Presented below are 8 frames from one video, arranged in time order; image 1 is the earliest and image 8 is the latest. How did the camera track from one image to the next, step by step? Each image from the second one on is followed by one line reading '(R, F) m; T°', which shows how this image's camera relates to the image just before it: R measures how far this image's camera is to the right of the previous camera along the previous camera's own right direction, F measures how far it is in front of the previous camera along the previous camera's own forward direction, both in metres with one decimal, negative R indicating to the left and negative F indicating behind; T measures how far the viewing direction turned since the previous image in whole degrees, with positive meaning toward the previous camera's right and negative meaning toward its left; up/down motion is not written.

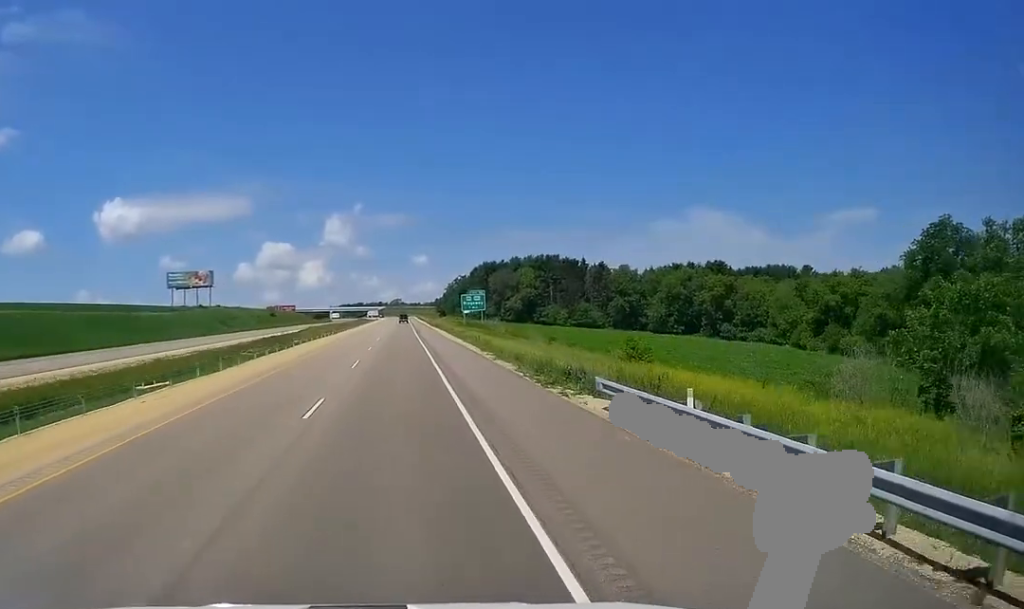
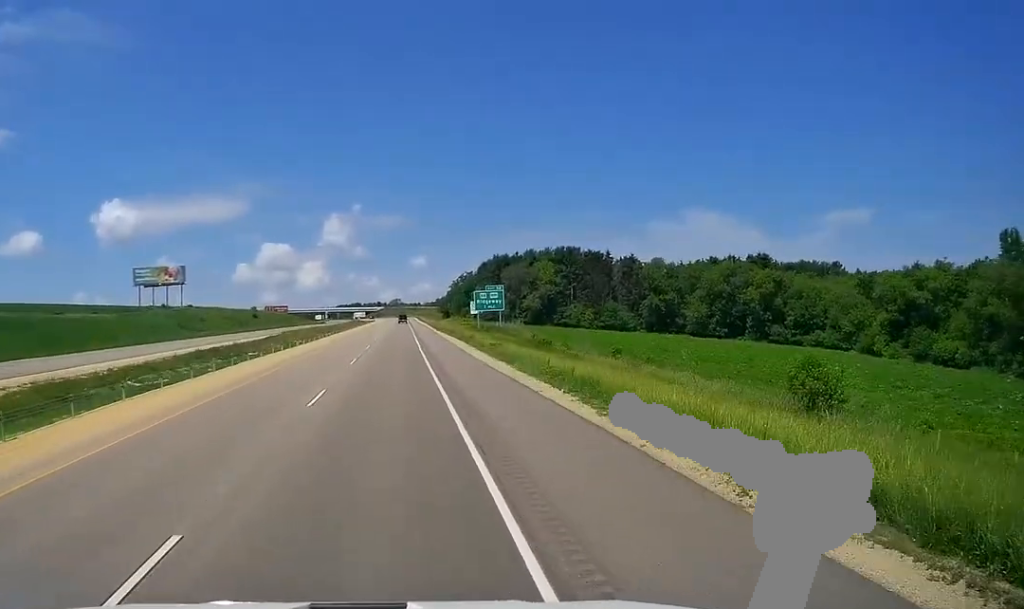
(+0.5, +28.1) m; 0°
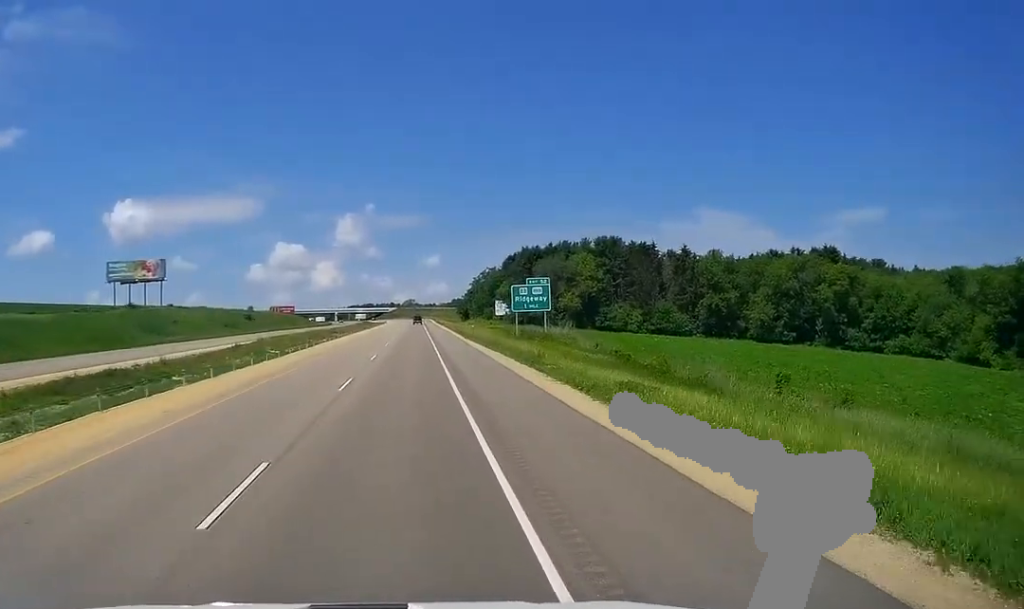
(-0.3, +26.6) m; -1°
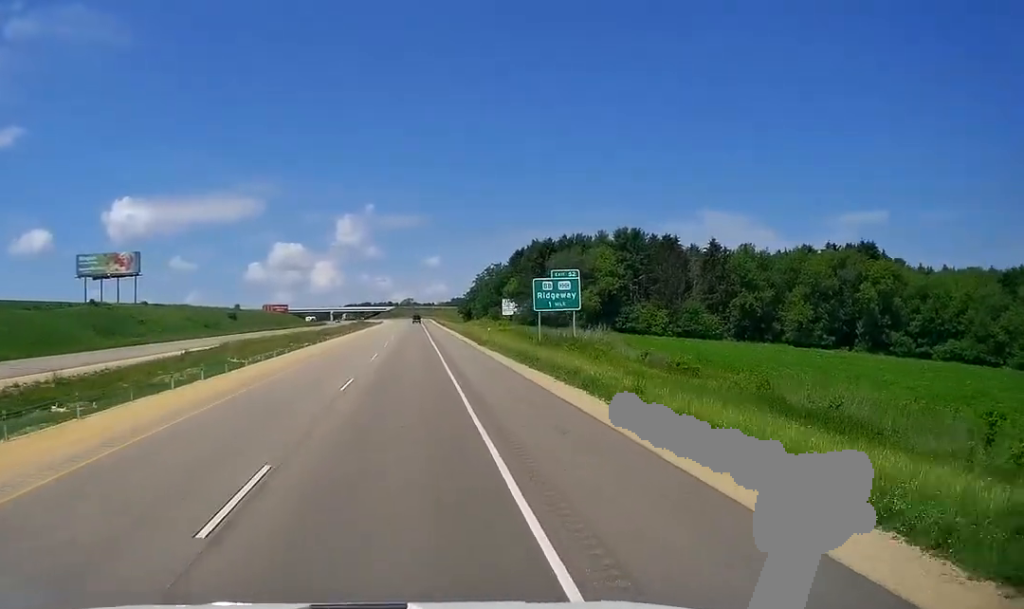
(-0.1, +15.5) m; 0°
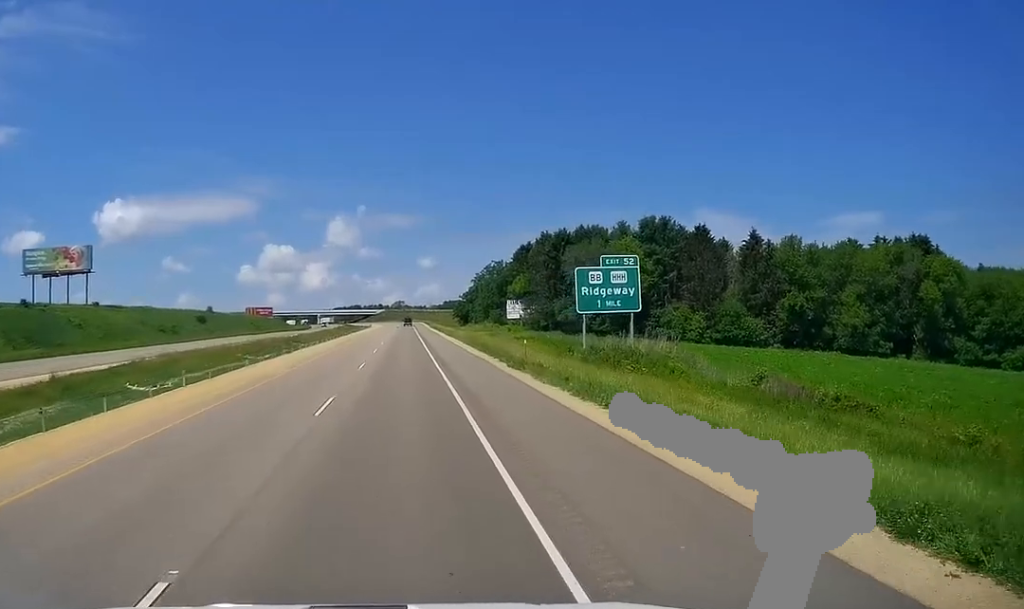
(-0.1, +20.3) m; +1°
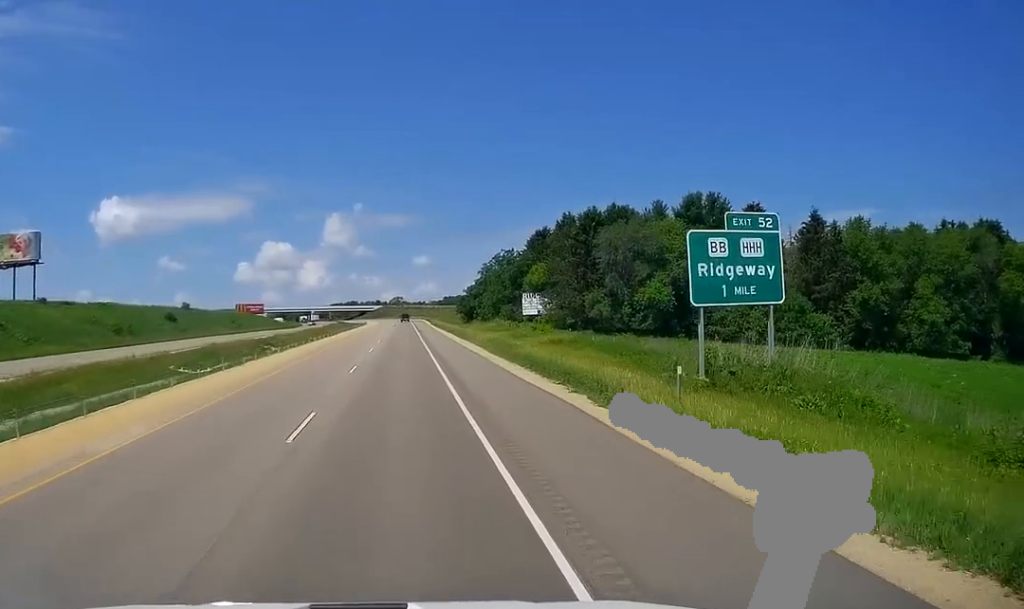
(+0.4, +19.7) m; 0°
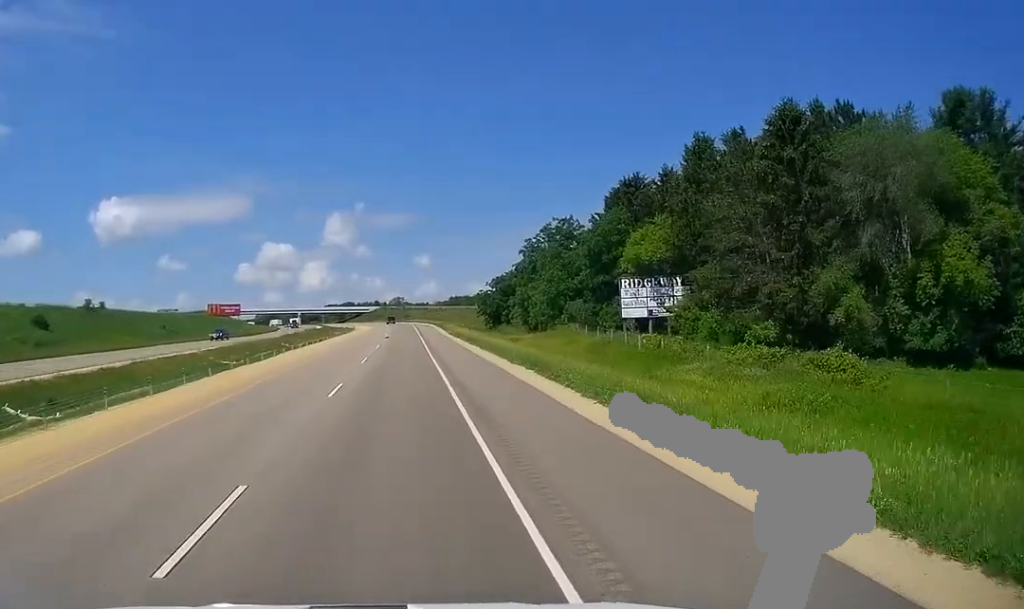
(-2.1, +52.9) m; -2°
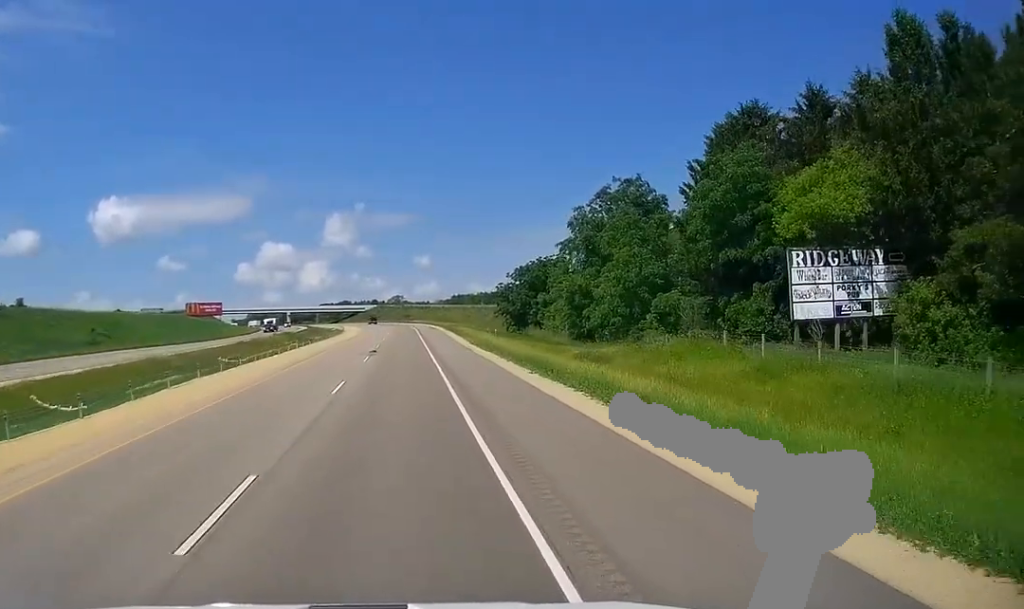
(+1.1, +29.6) m; +1°
